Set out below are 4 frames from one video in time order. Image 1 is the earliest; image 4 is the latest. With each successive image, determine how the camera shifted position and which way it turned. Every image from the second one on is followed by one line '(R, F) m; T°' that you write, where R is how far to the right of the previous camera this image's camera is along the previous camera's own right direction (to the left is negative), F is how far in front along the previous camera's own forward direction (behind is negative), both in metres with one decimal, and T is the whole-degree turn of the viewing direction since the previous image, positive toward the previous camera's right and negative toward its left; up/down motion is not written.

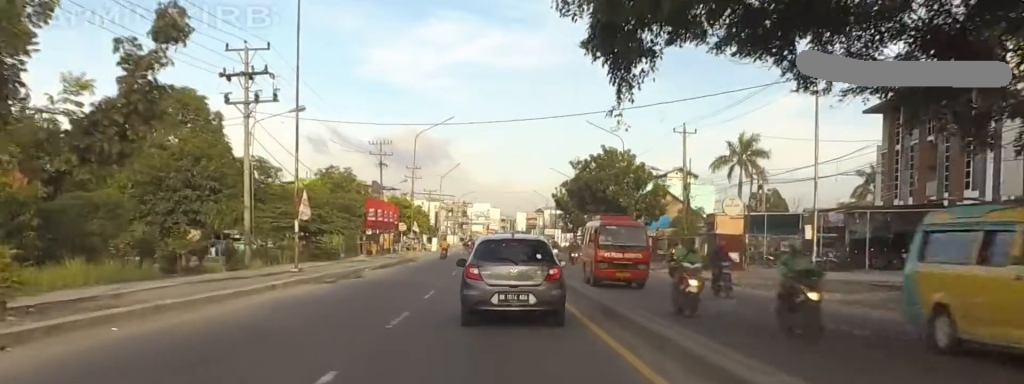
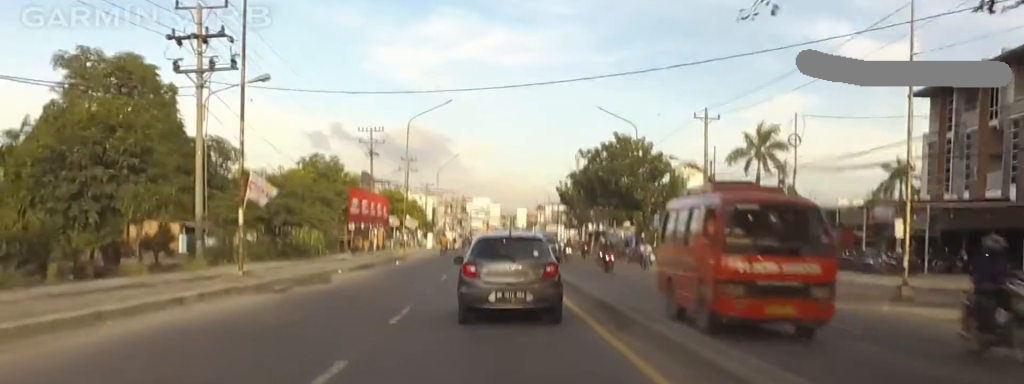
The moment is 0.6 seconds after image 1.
(+0.1, +7.3) m; +1°
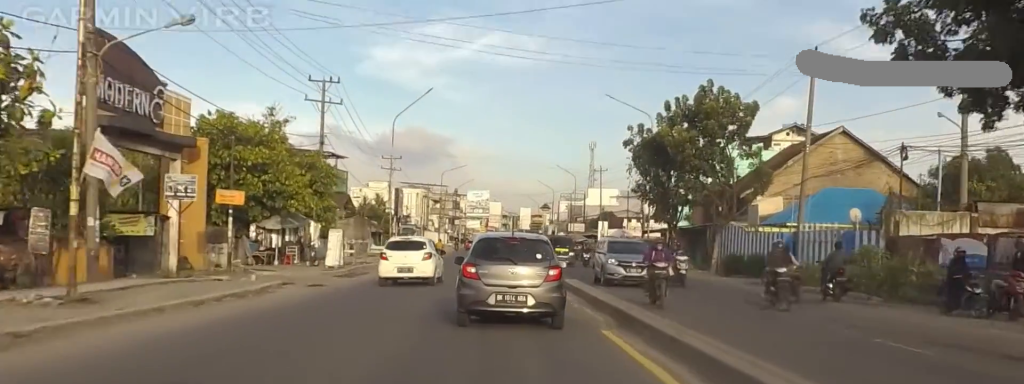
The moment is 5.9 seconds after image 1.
(-2.8, +58.5) m; -7°
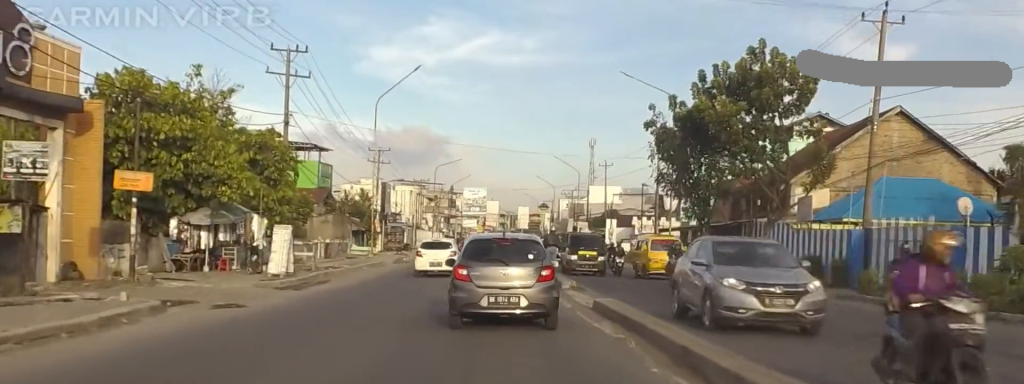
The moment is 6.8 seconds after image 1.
(-1.2, +8.9) m; -1°
